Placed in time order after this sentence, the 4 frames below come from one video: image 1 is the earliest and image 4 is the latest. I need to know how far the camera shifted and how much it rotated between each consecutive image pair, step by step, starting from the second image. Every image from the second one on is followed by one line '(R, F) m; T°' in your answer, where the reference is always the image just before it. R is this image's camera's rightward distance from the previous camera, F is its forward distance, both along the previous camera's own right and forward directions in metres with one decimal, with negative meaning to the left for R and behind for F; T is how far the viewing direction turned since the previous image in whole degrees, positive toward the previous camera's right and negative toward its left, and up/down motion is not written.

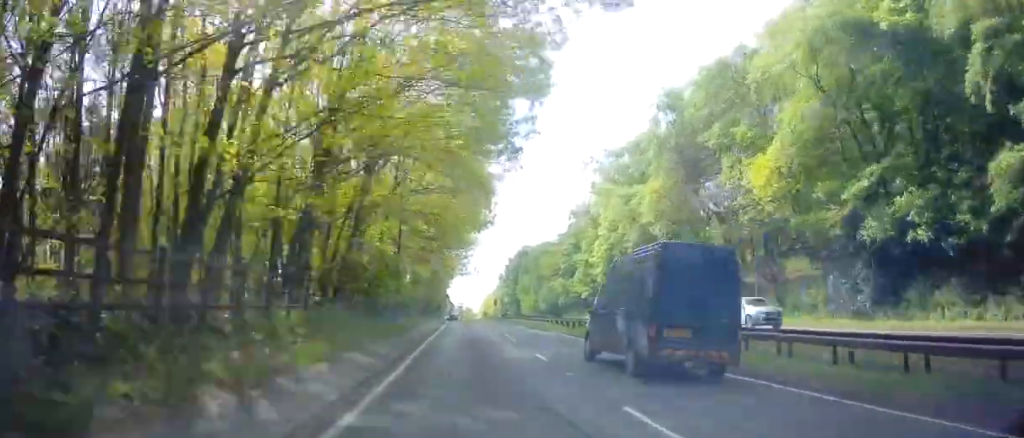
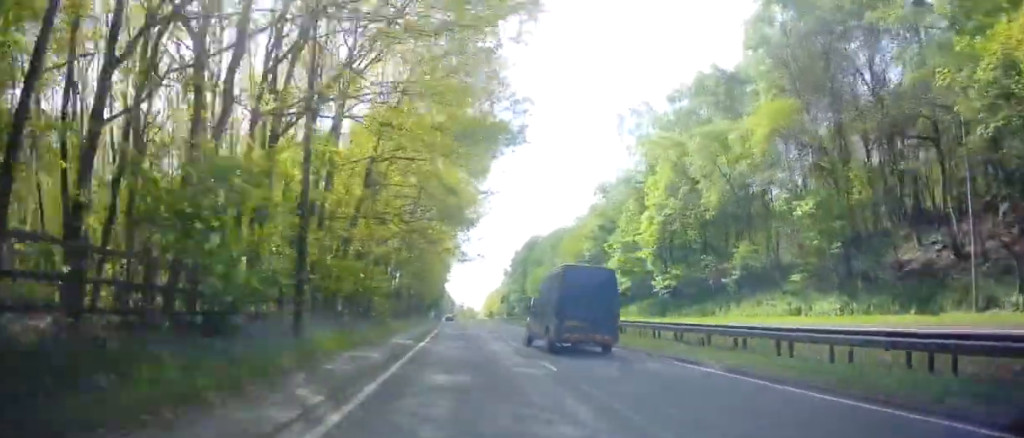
(-0.3, +19.9) m; 0°
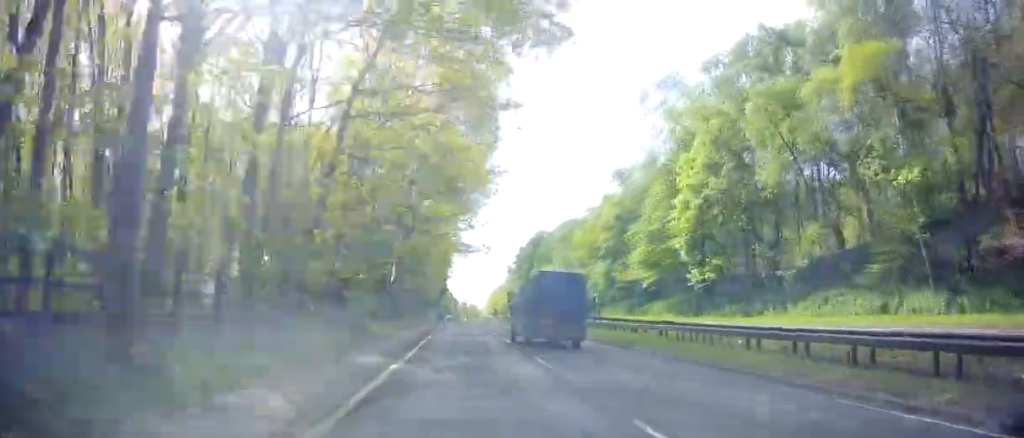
(0.0, +7.8) m; 0°
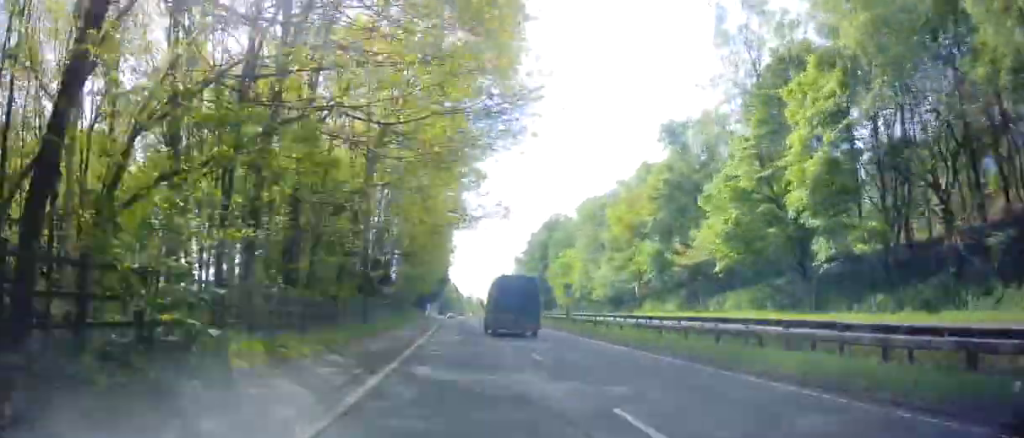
(+0.2, +16.9) m; -1°
